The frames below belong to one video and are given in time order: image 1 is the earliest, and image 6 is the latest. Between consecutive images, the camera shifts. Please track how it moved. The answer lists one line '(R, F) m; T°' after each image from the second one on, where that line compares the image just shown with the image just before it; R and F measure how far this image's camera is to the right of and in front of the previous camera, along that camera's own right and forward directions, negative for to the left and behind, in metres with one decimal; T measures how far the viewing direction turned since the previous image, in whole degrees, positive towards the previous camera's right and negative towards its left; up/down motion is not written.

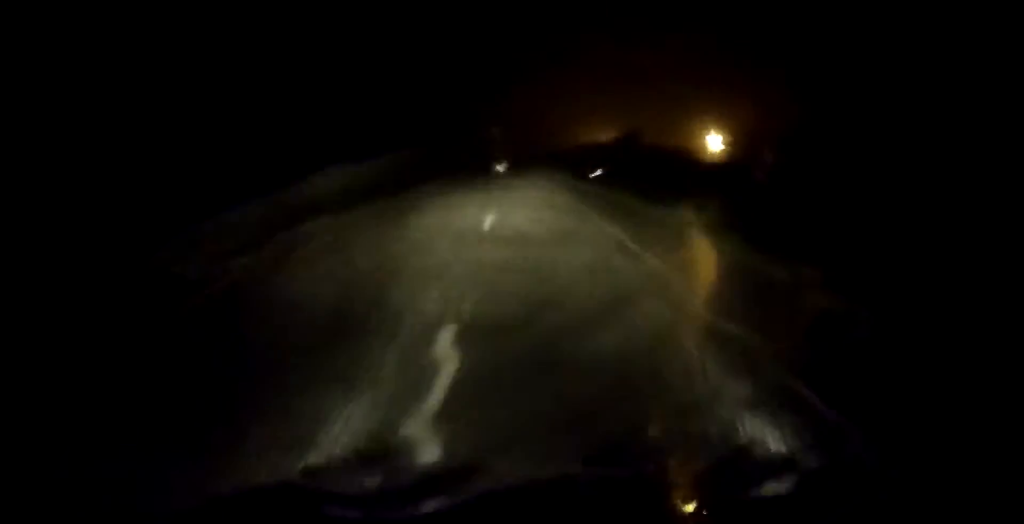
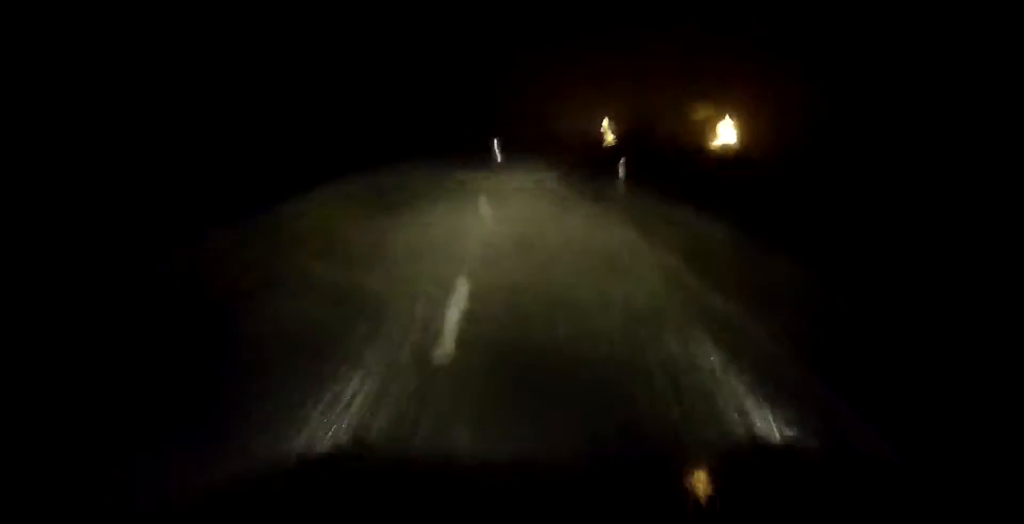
(-0.1, +10.4) m; 0°
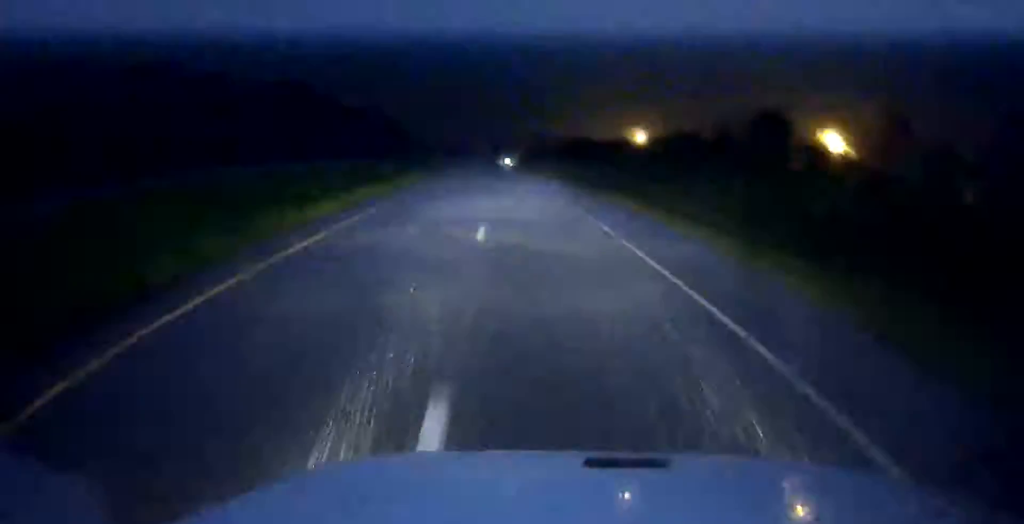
(-0.5, +40.0) m; -2°
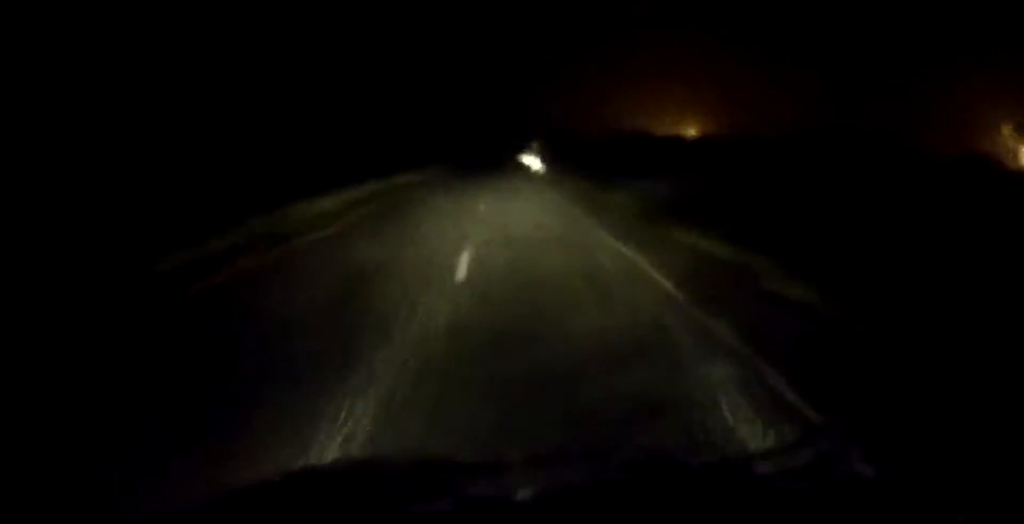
(-0.3, +41.3) m; 0°
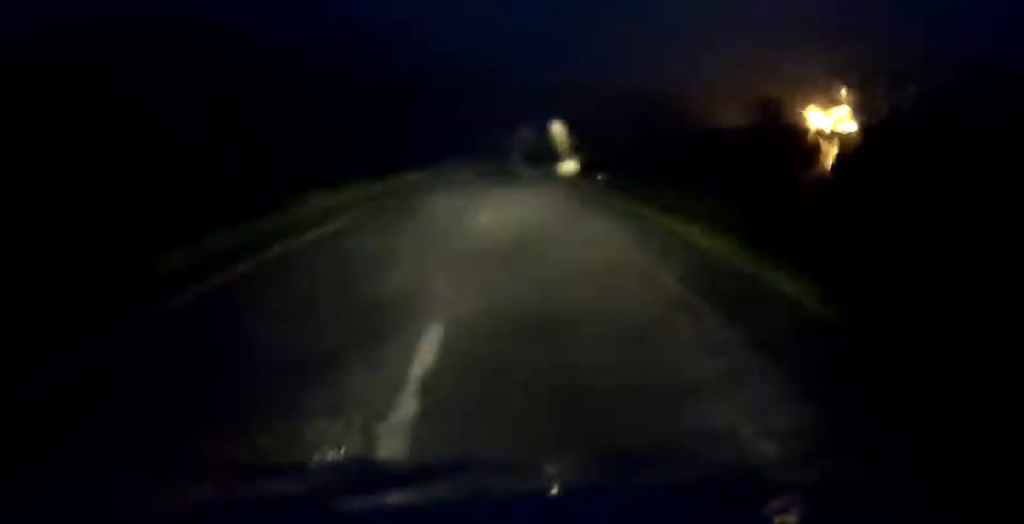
(-1.4, +66.8) m; -1°
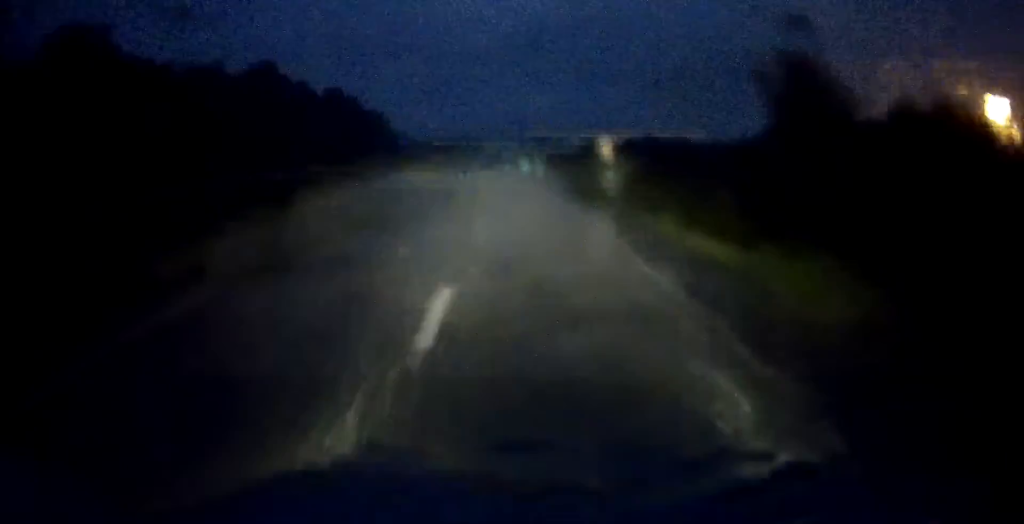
(+0.2, +47.2) m; 0°
